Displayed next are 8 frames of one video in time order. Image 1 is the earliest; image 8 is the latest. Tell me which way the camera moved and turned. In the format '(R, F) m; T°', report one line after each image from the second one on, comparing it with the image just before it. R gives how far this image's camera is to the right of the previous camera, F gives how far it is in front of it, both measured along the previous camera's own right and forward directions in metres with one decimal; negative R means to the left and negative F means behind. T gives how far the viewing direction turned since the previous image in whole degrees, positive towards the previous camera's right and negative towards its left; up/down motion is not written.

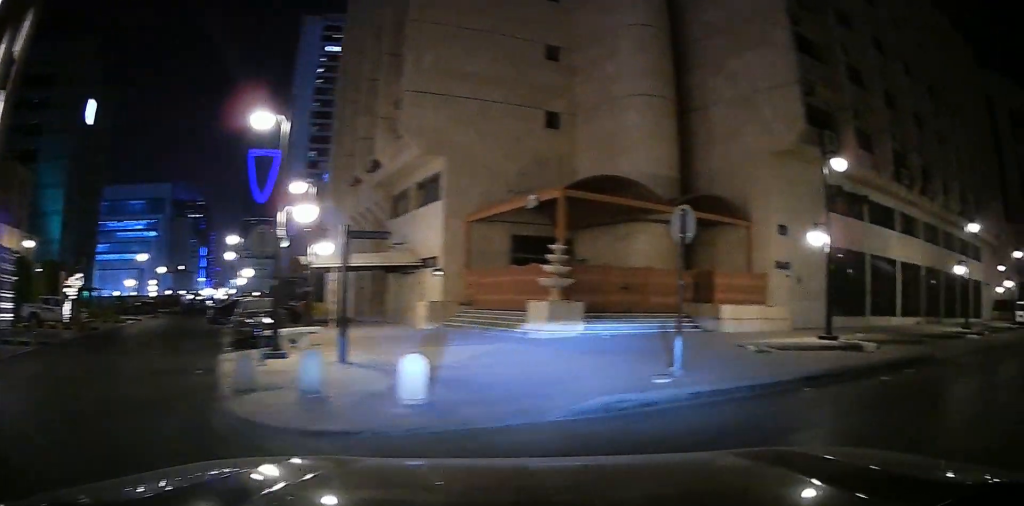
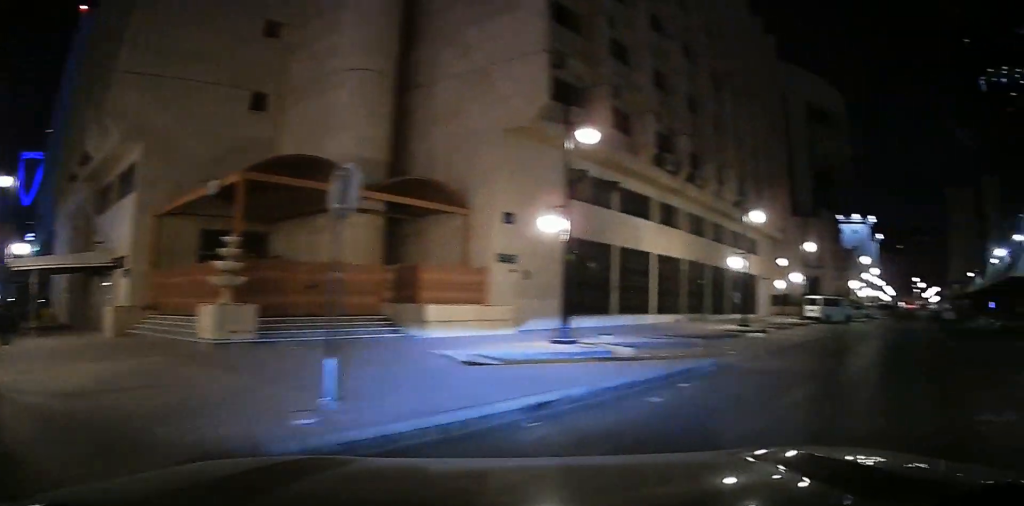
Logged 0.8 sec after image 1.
(+0.3, +2.7) m; +6°
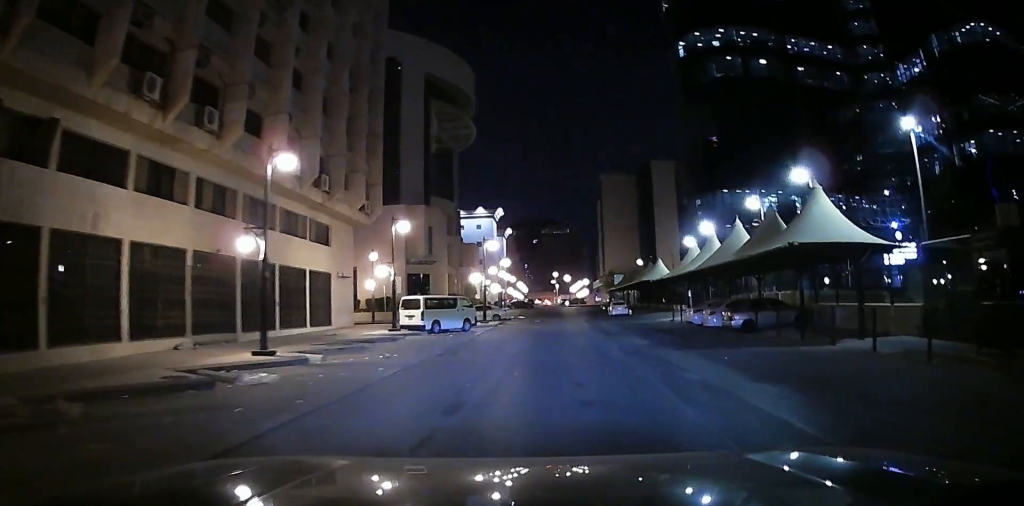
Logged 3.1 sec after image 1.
(+1.5, +9.9) m; +25°
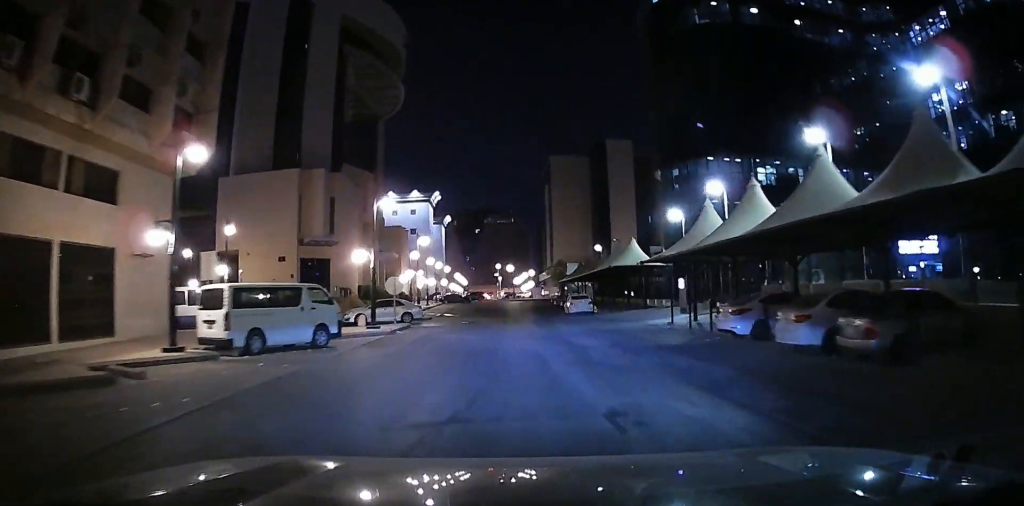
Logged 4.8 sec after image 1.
(+1.8, +9.3) m; +16°
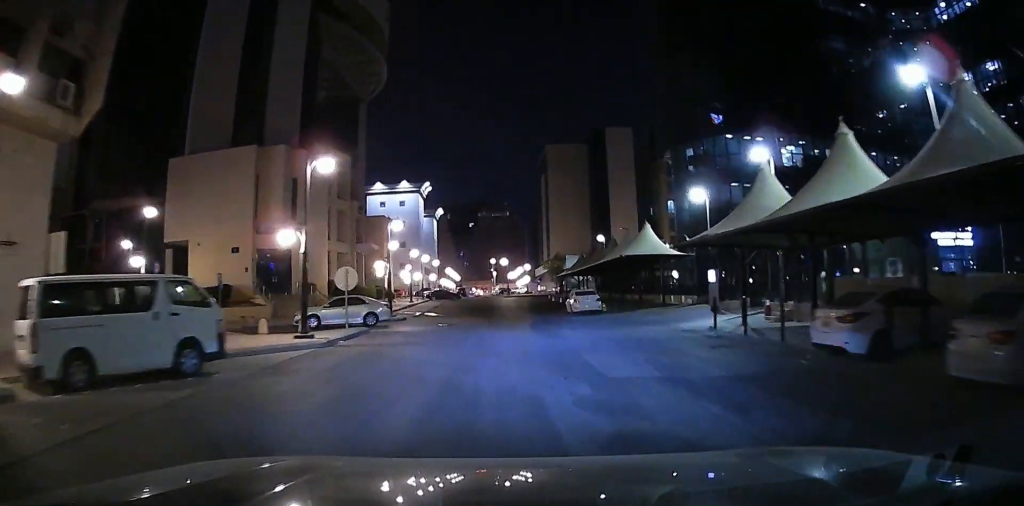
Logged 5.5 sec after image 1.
(+0.1, +5.6) m; +1°
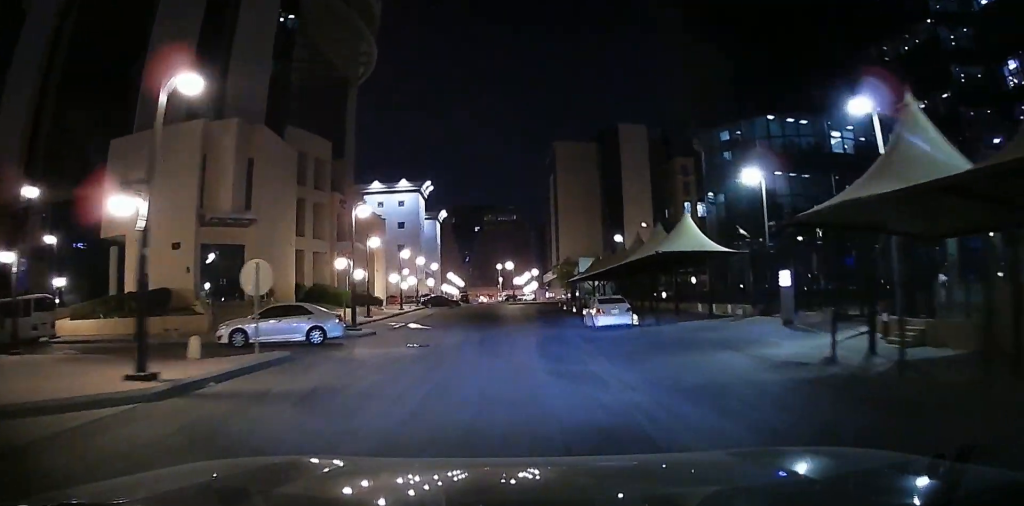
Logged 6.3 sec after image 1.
(+0.1, +6.5) m; +1°
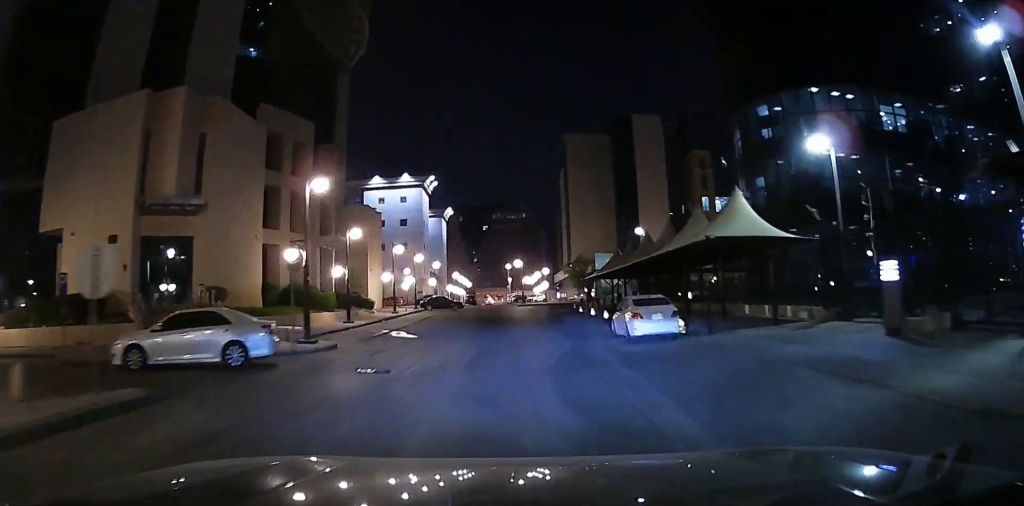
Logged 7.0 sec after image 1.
(0.0, +5.6) m; 0°
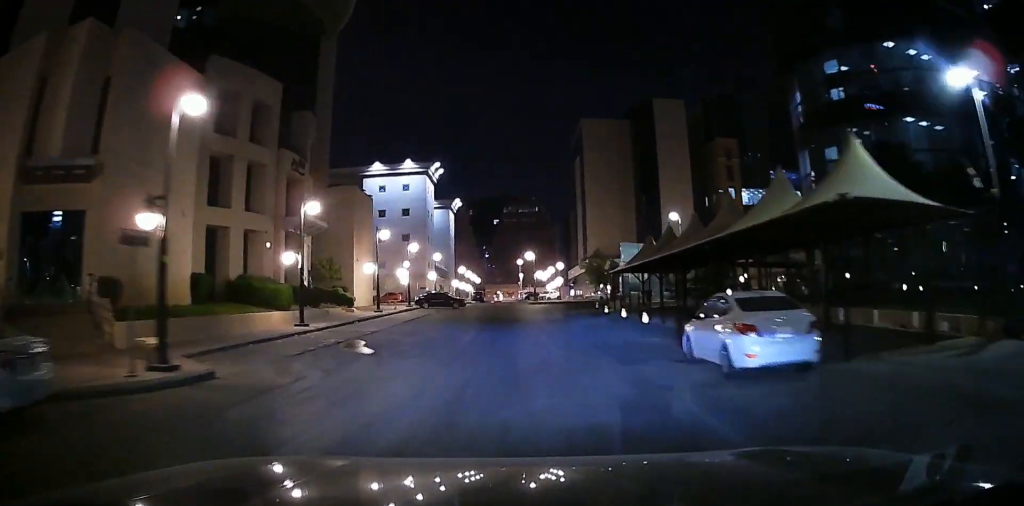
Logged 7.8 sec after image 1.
(0.0, +7.1) m; 0°
